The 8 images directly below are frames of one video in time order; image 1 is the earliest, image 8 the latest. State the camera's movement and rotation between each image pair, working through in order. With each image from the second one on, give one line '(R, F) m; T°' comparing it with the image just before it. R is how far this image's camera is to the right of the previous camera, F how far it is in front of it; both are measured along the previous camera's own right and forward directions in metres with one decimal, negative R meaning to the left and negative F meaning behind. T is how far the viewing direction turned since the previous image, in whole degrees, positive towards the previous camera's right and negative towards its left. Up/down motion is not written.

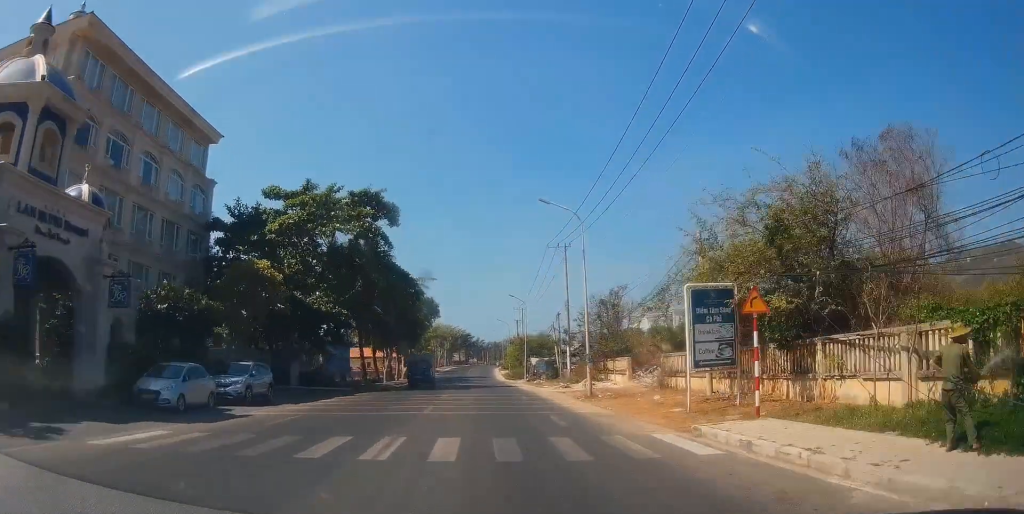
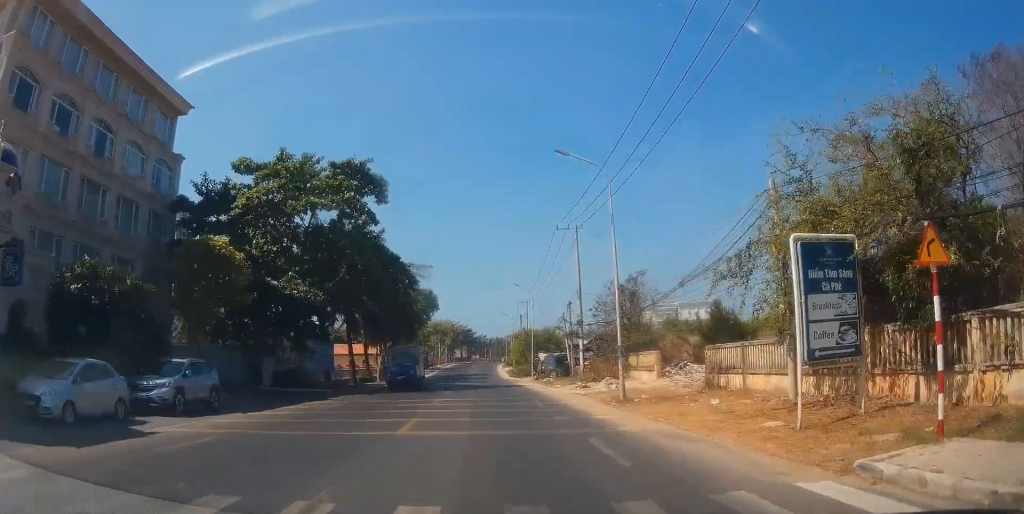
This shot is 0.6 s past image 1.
(0.0, +6.2) m; +1°
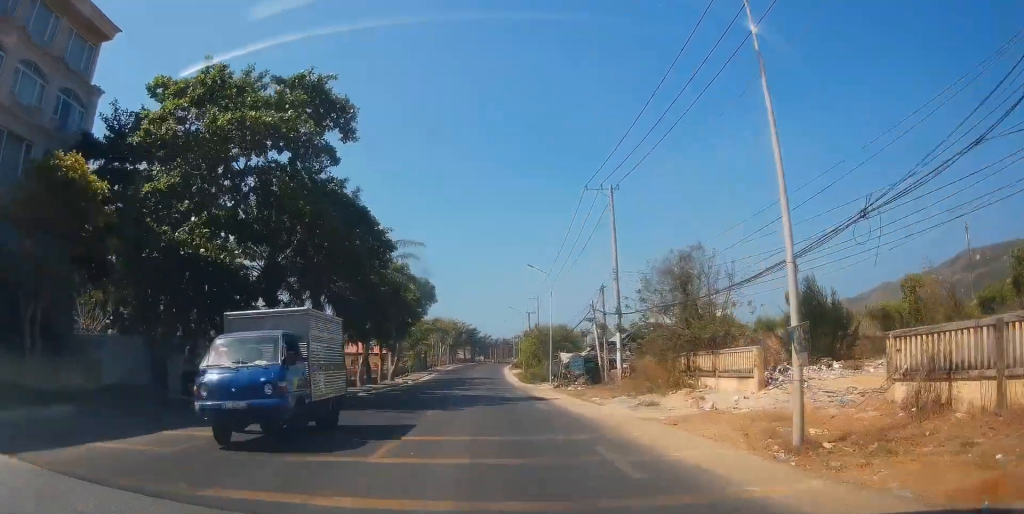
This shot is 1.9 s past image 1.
(+0.2, +12.3) m; 0°
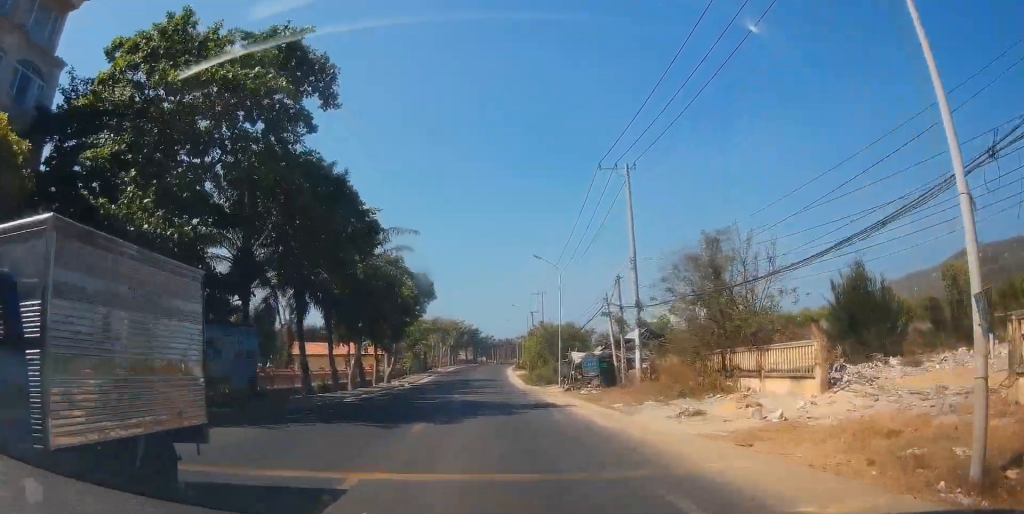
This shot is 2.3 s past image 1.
(0.0, +4.2) m; -1°
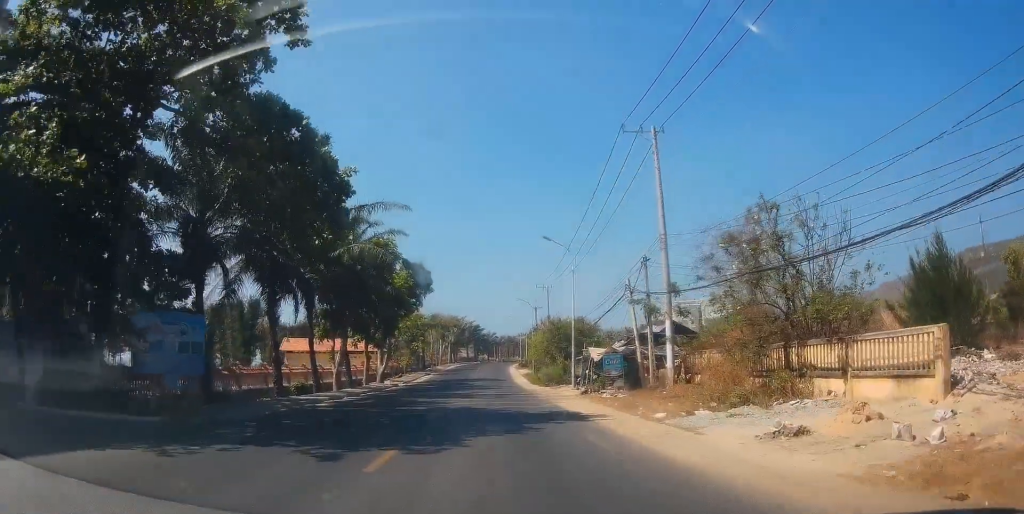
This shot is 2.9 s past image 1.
(-0.2, +5.6) m; 0°
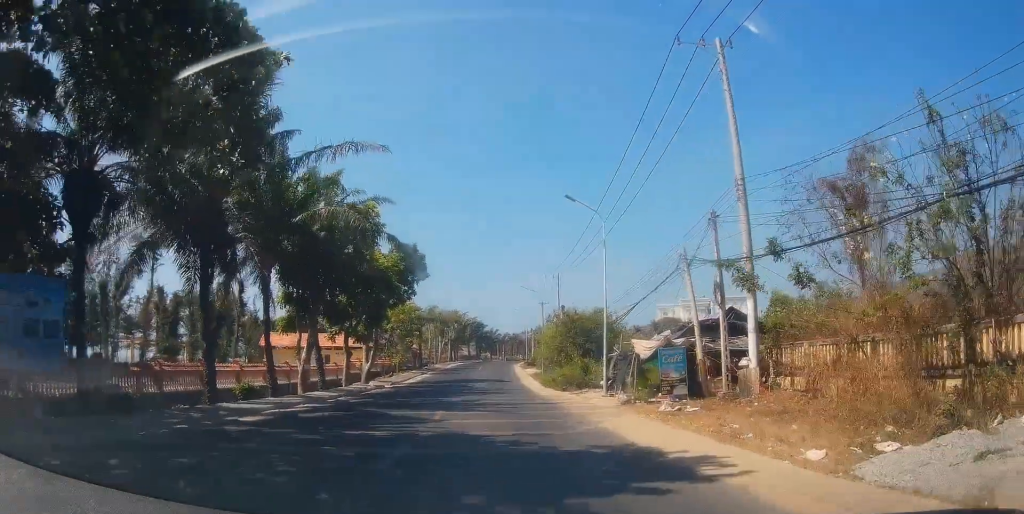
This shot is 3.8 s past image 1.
(+0.1, +8.8) m; 0°
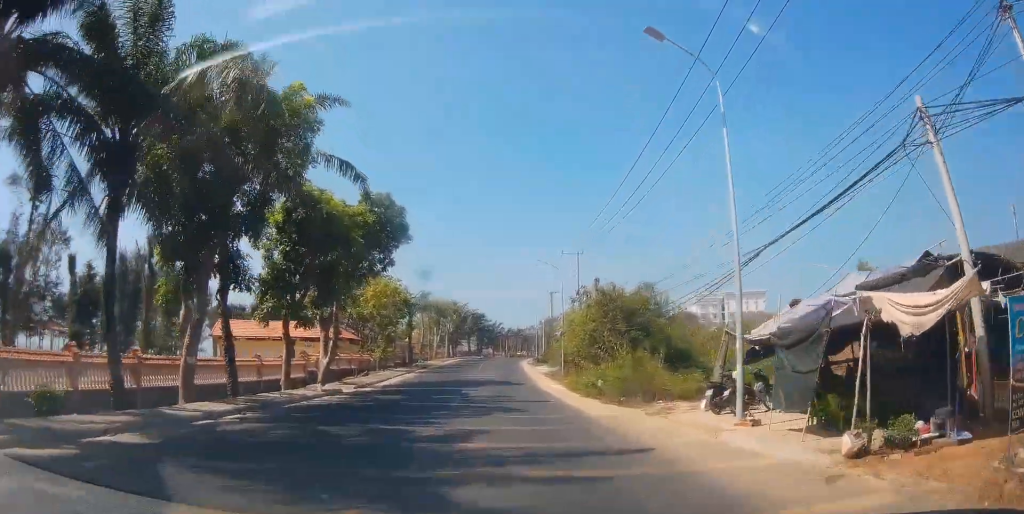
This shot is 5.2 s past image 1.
(-0.2, +14.1) m; -4°
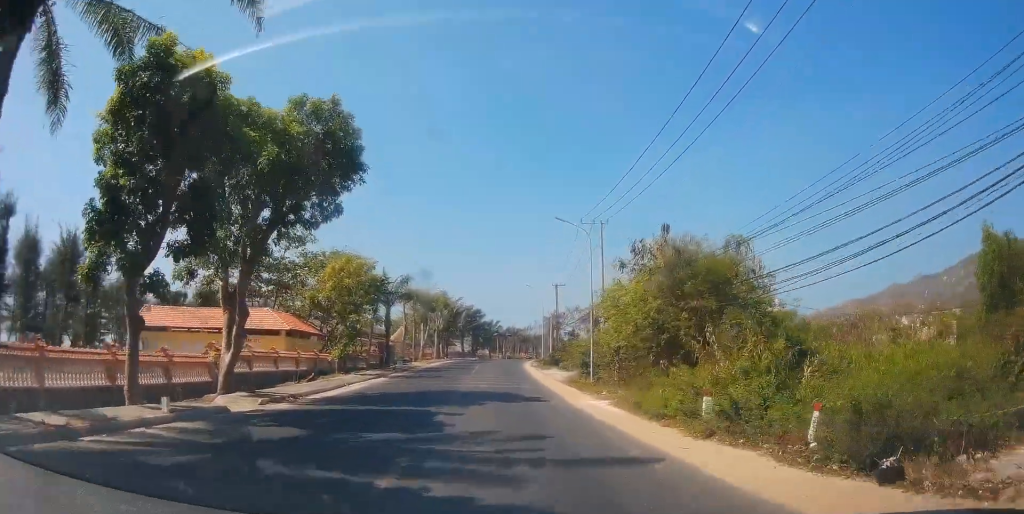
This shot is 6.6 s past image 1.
(-0.1, +13.8) m; +2°
